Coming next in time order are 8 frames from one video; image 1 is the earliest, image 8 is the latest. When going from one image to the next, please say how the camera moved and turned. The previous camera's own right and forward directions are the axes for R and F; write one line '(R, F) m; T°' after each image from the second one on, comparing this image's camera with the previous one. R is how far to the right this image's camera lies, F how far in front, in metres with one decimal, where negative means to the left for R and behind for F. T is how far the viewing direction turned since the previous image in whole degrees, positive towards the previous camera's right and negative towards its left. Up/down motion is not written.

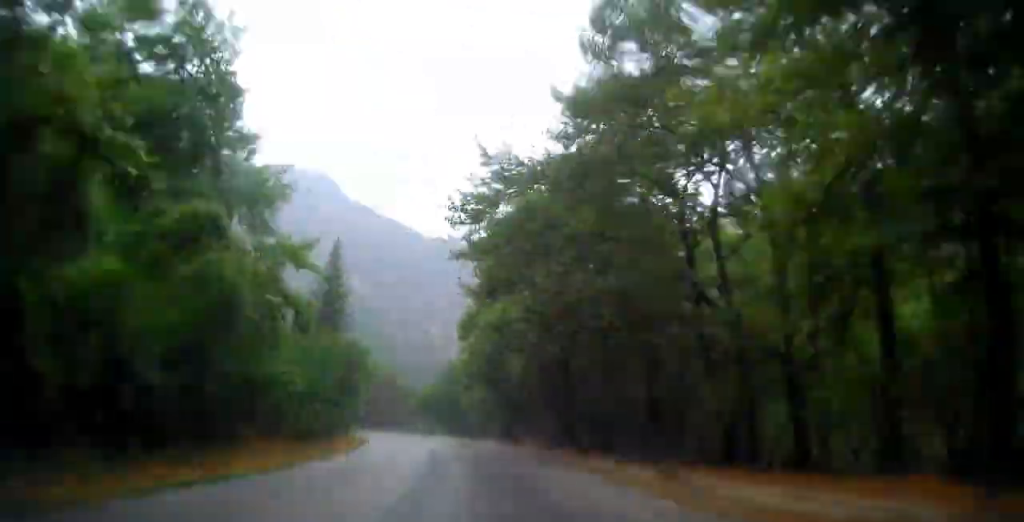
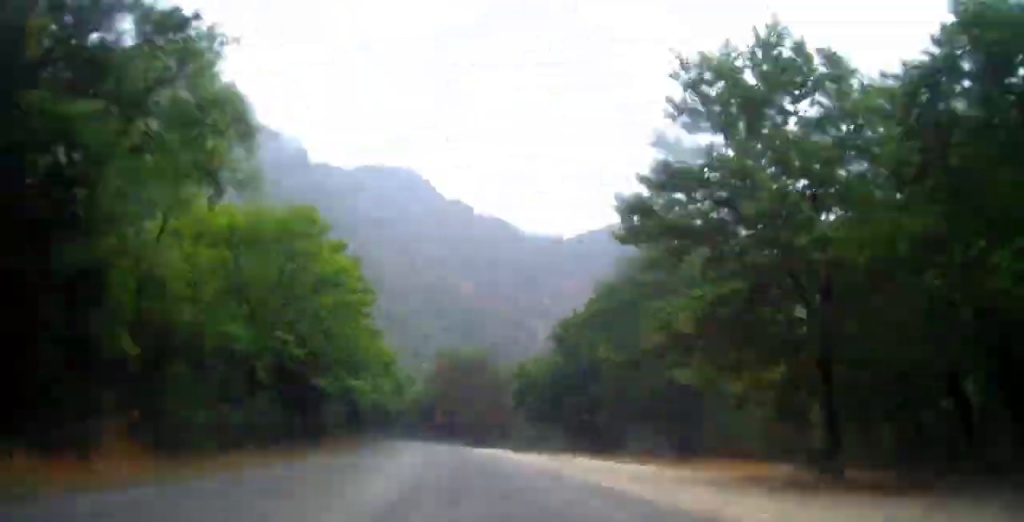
(+1.3, +56.2) m; -5°
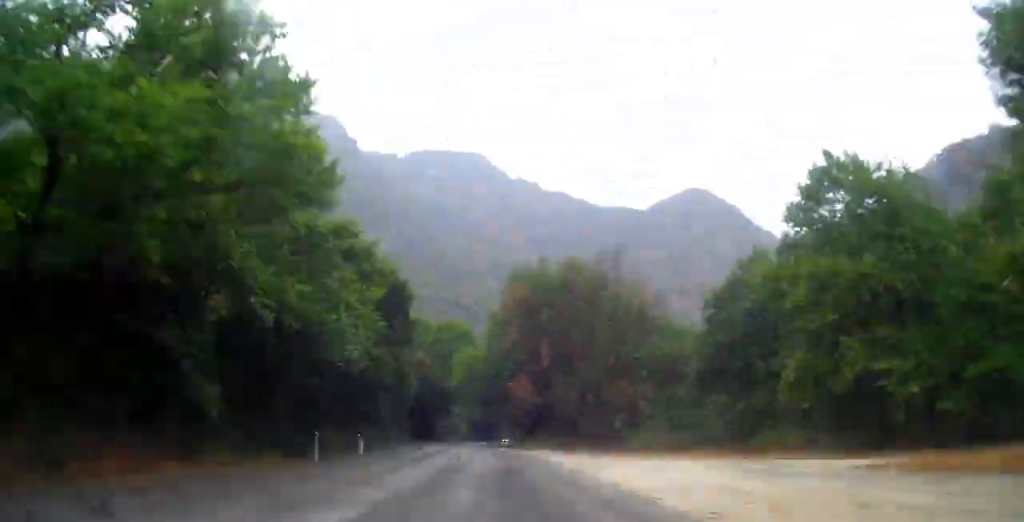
(-7.1, +61.1) m; -2°
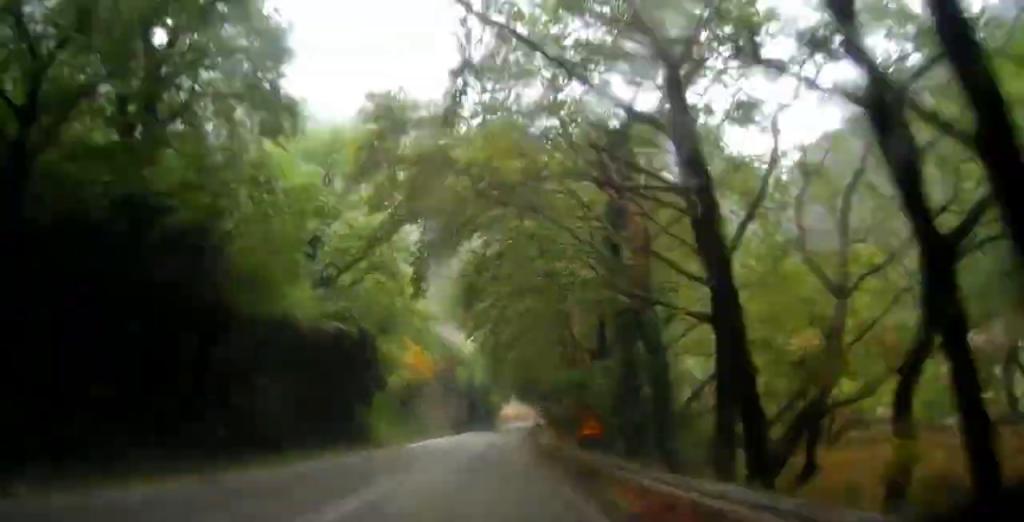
(-0.1, +150.0) m; +3°
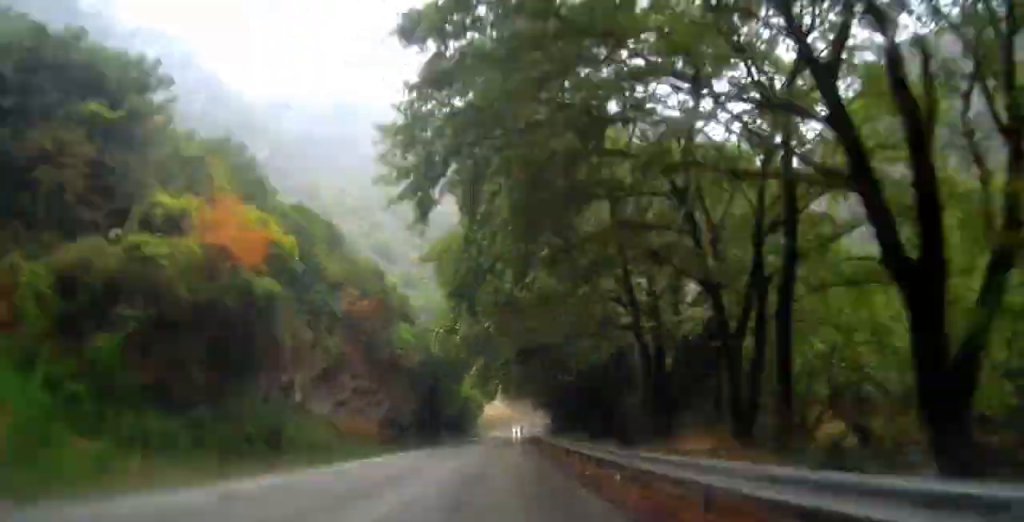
(-1.0, +36.0) m; +5°
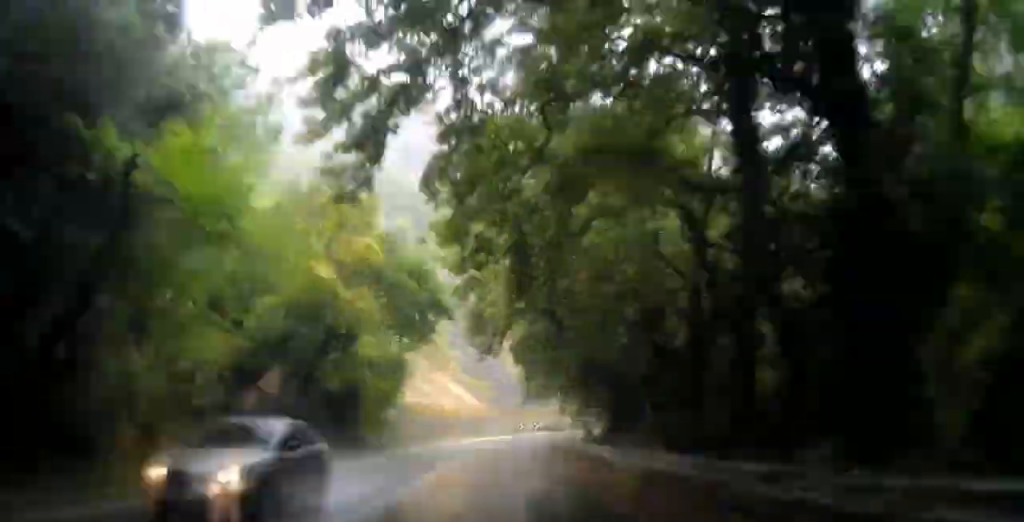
(-2.0, +52.3) m; +8°
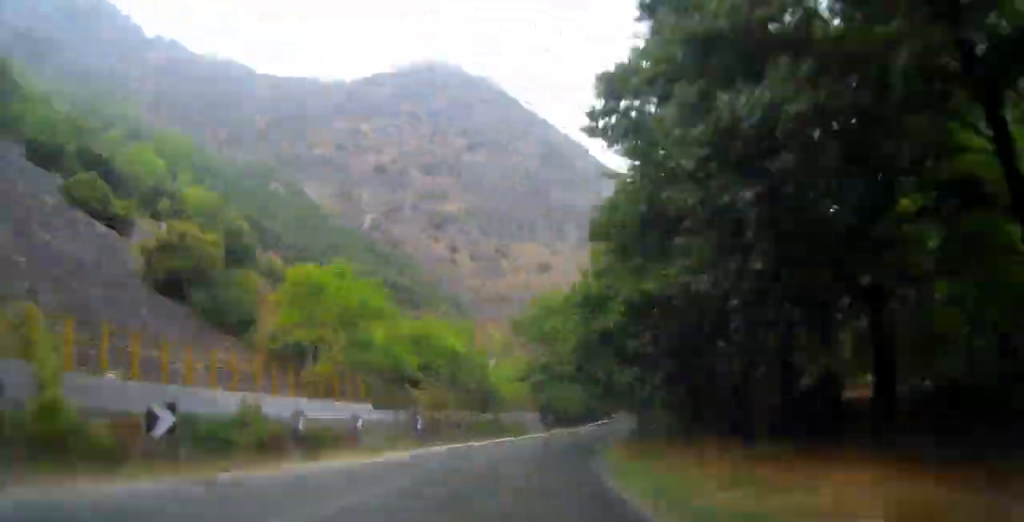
(+17.9, +81.7) m; +14°
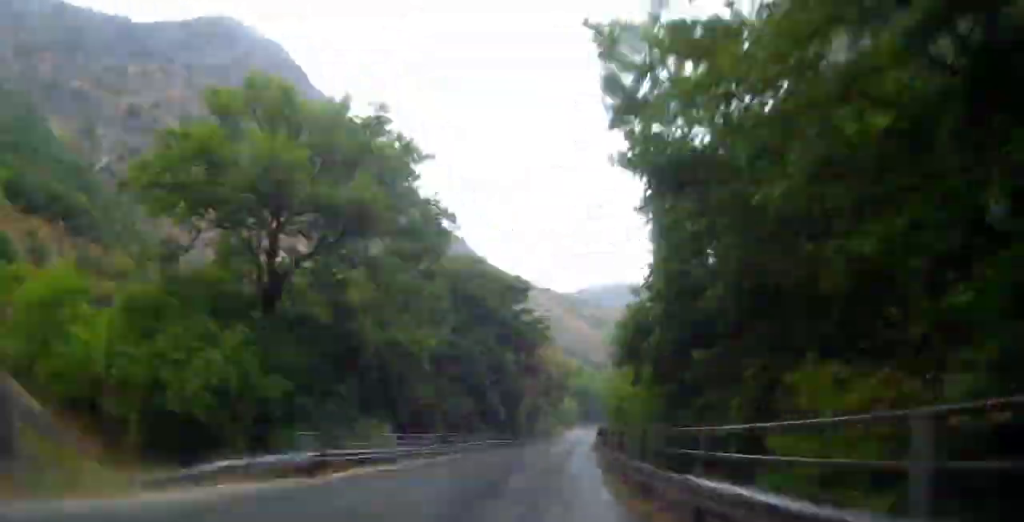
(-1.7, +58.0) m; +8°
